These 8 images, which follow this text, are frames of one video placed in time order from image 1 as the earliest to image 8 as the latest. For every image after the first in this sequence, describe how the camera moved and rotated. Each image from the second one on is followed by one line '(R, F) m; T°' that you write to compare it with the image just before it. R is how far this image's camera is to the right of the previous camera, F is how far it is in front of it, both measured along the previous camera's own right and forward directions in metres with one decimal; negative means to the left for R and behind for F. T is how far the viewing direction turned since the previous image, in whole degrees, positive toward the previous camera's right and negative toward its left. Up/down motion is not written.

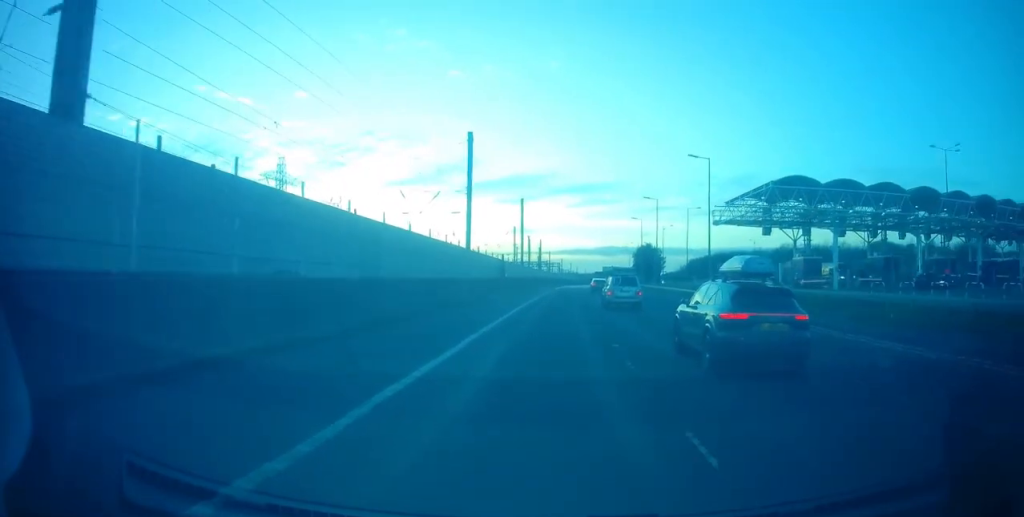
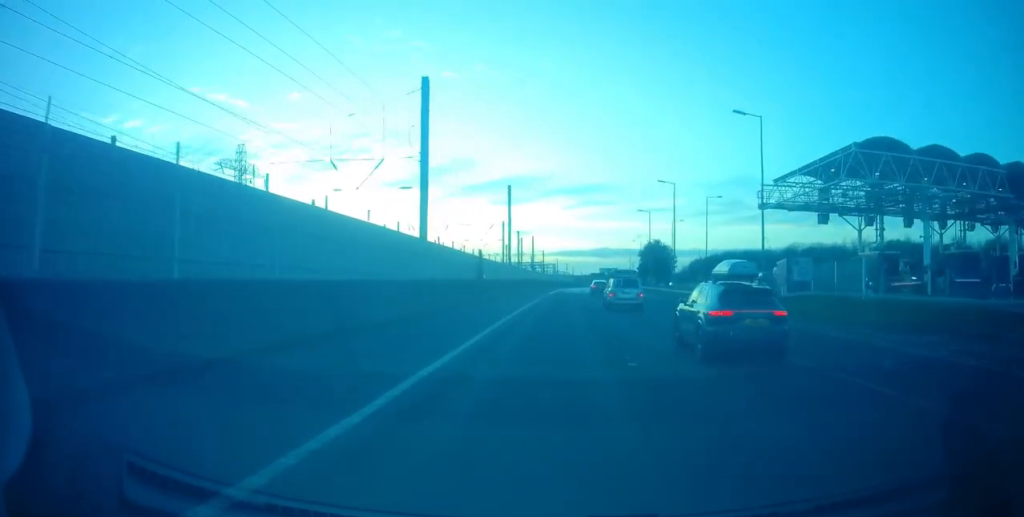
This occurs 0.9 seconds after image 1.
(+0.4, +14.6) m; 0°
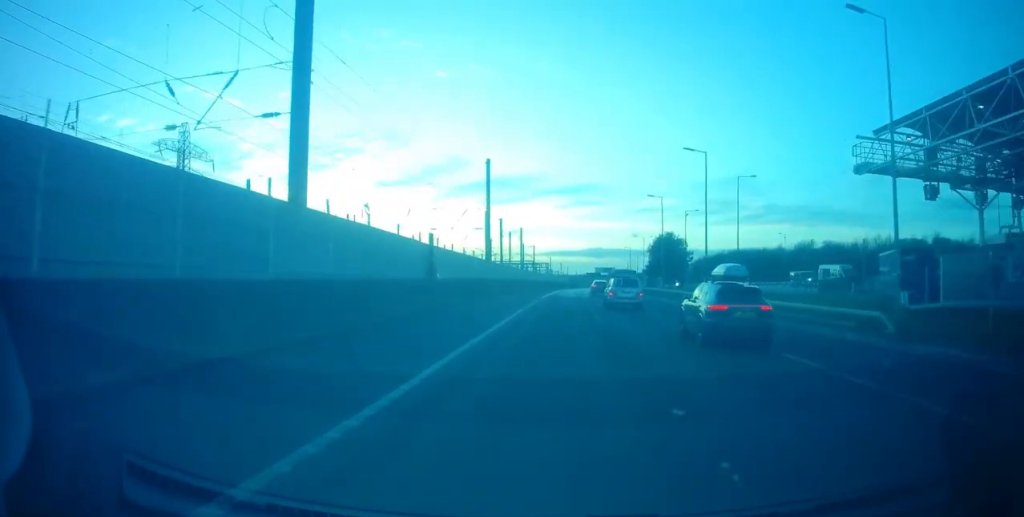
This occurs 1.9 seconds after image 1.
(-0.3, +16.1) m; 0°
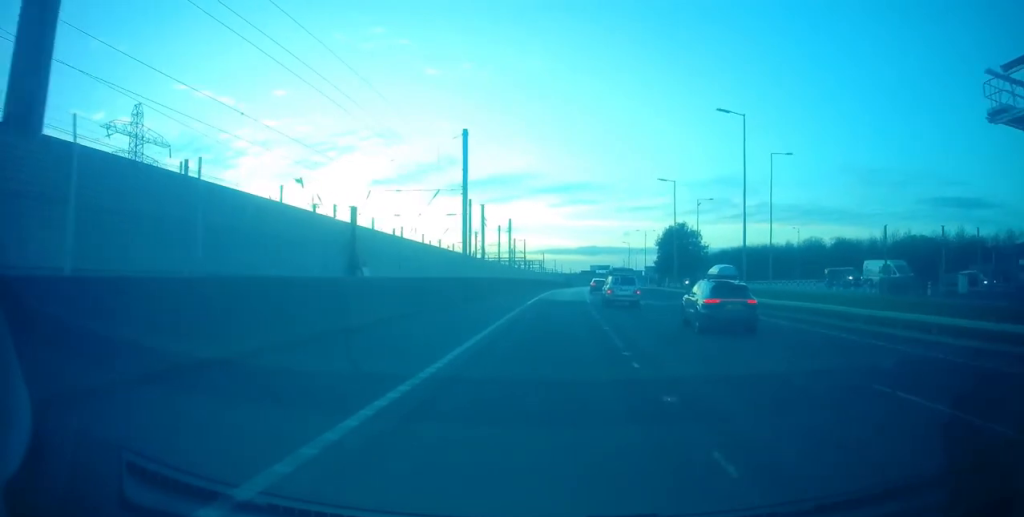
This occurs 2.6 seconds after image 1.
(+0.2, +11.1) m; +1°
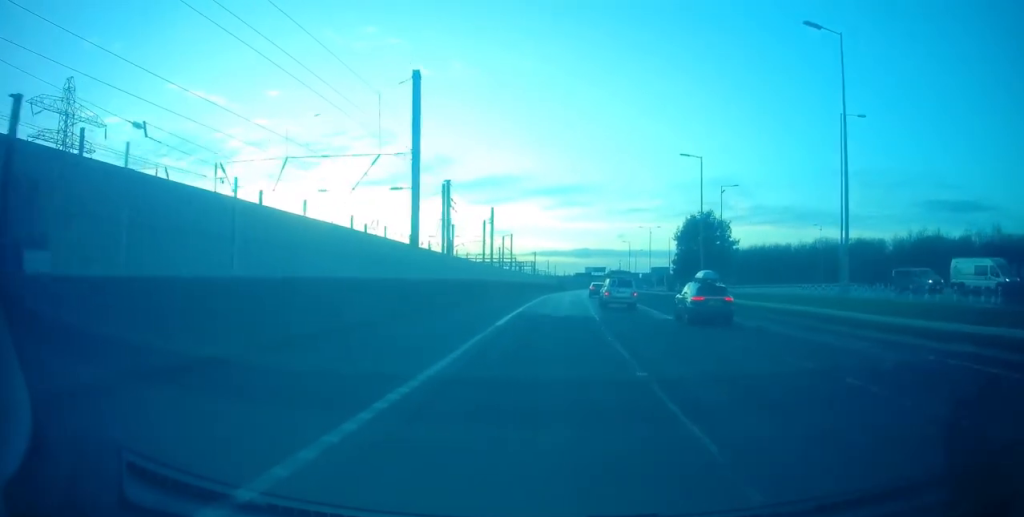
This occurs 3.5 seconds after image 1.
(+0.2, +14.2) m; +1°
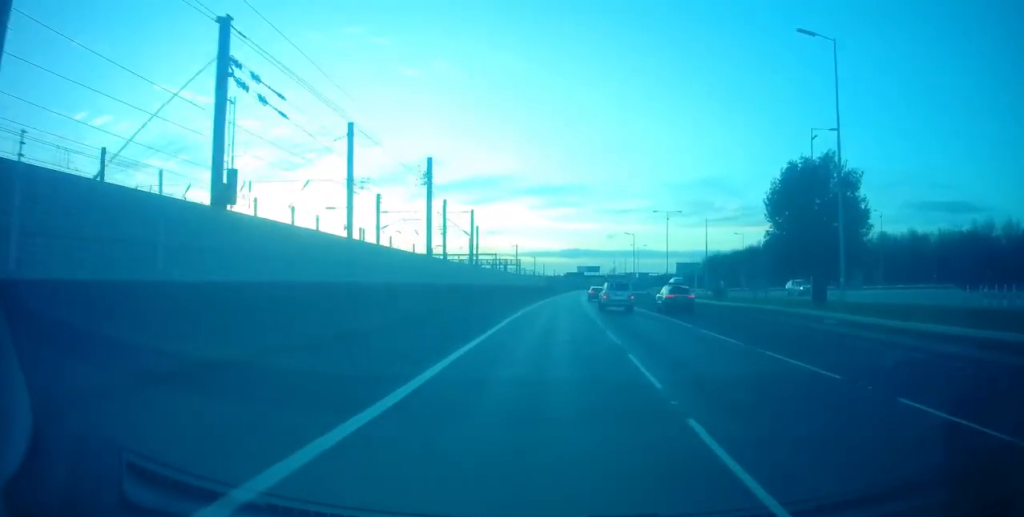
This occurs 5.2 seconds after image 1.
(+0.2, +26.5) m; +2°
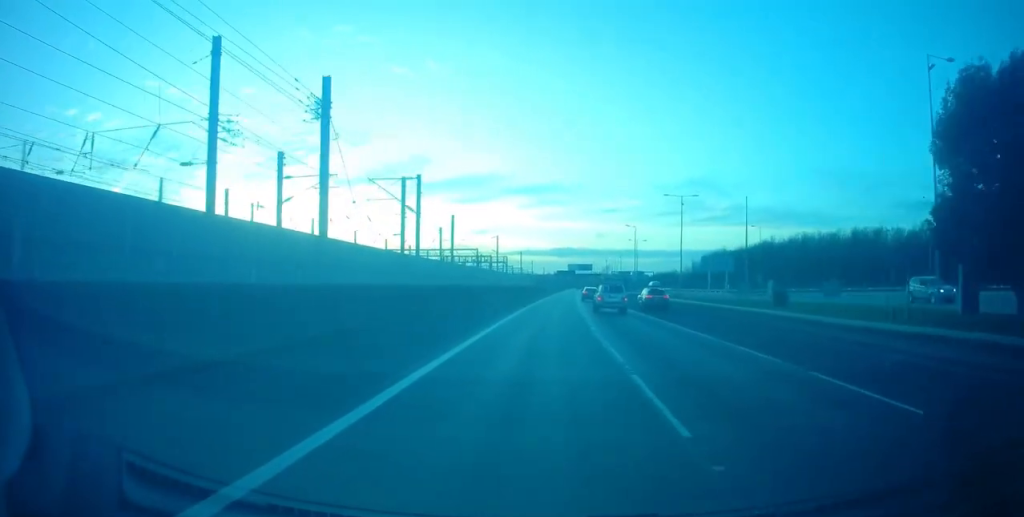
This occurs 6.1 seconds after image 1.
(+0.4, +15.7) m; 0°
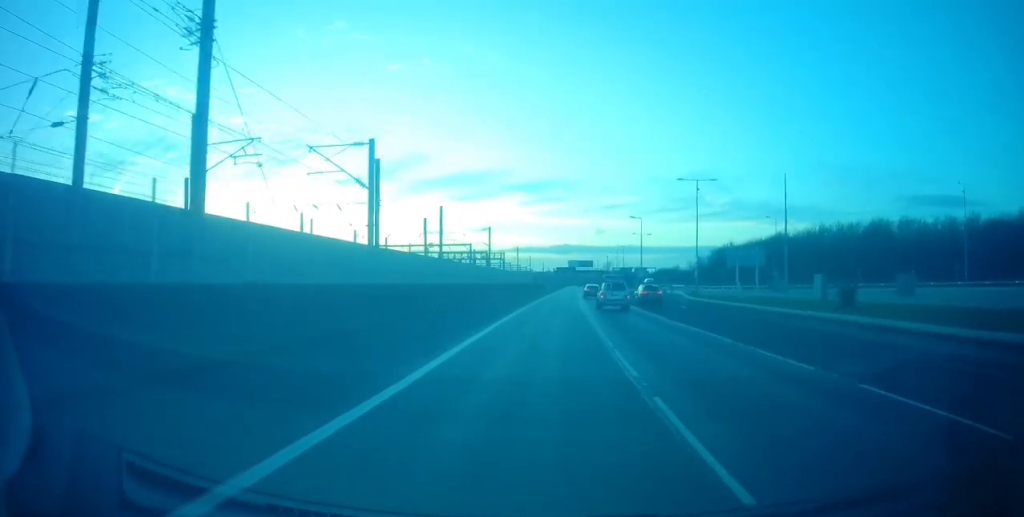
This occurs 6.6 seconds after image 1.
(-0.3, +8.1) m; 0°
